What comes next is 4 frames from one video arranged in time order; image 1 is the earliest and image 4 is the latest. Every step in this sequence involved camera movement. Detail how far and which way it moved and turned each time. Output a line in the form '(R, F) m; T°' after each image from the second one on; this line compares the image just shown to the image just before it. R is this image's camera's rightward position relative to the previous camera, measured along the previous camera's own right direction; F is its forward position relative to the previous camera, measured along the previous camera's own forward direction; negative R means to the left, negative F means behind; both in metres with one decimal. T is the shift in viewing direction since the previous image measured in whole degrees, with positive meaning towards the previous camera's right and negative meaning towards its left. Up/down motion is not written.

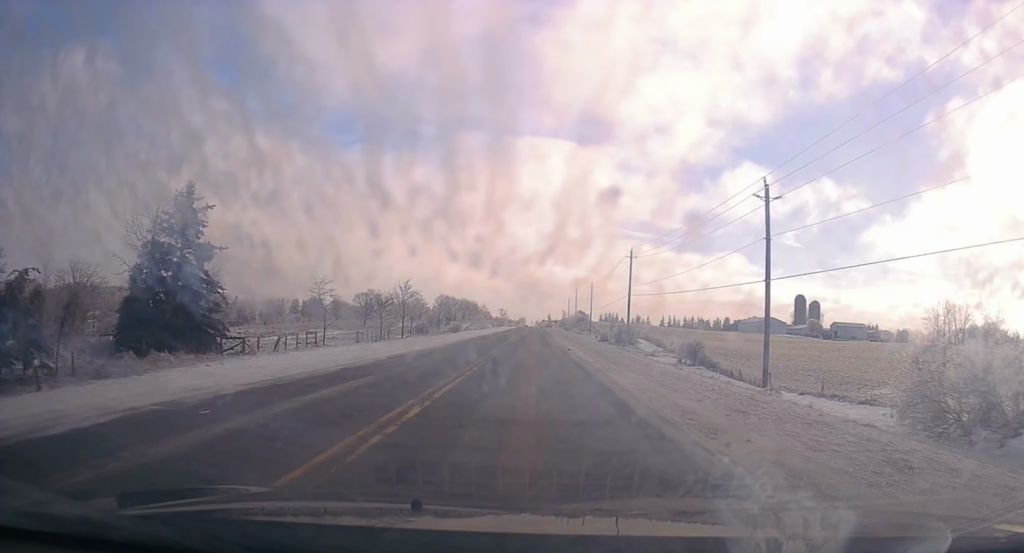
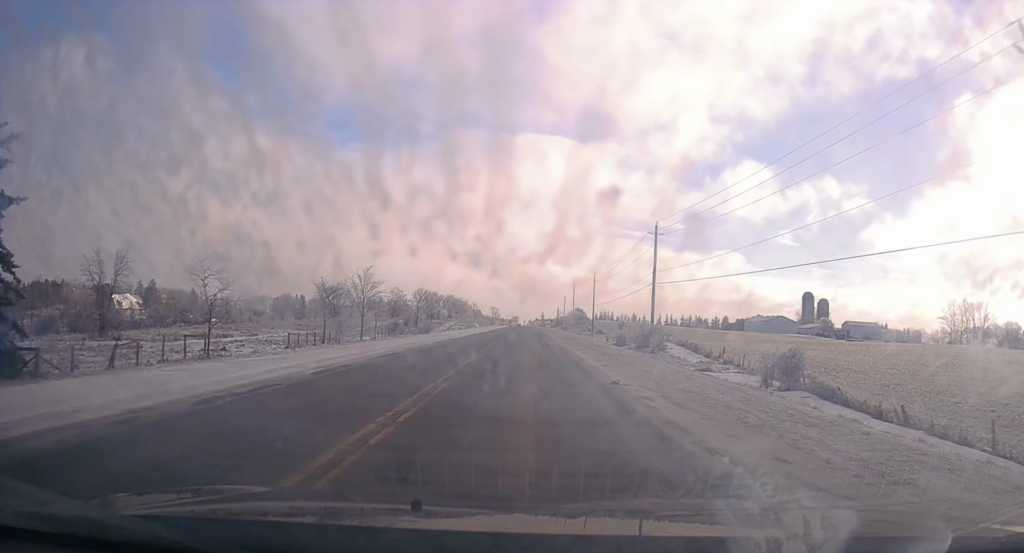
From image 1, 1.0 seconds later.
(-0.1, +21.0) m; 0°
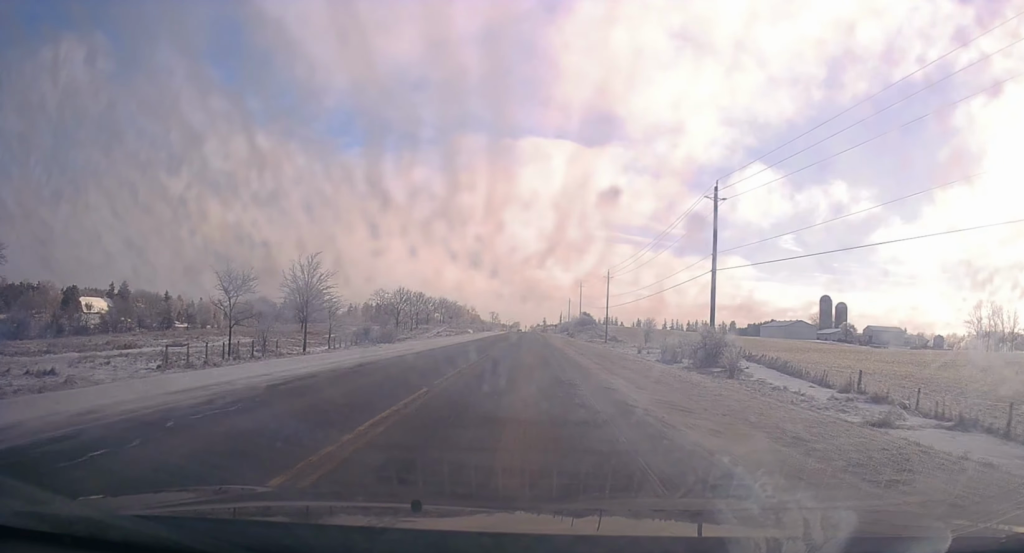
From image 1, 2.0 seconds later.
(0.0, +21.3) m; 0°
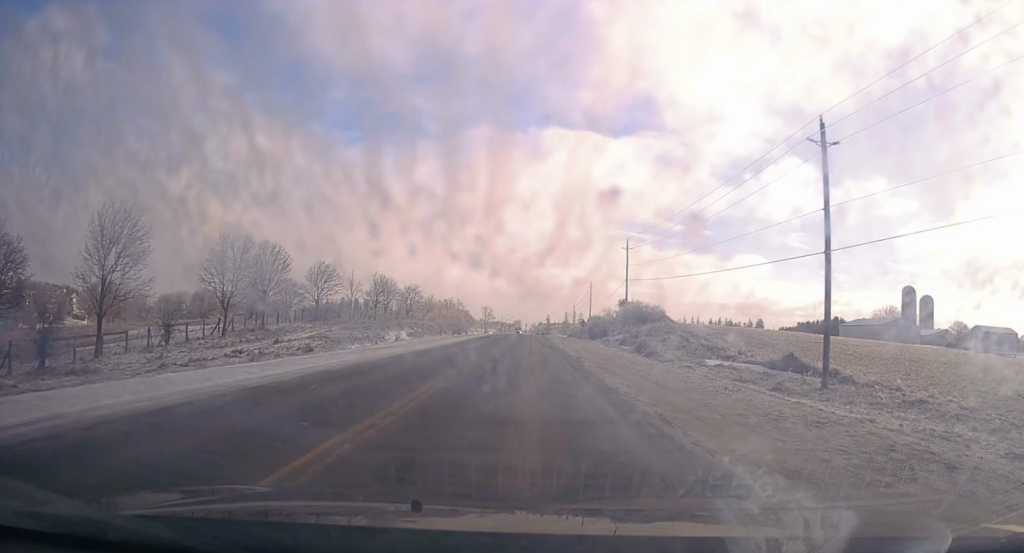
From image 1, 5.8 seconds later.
(-0.7, +81.4) m; +1°
